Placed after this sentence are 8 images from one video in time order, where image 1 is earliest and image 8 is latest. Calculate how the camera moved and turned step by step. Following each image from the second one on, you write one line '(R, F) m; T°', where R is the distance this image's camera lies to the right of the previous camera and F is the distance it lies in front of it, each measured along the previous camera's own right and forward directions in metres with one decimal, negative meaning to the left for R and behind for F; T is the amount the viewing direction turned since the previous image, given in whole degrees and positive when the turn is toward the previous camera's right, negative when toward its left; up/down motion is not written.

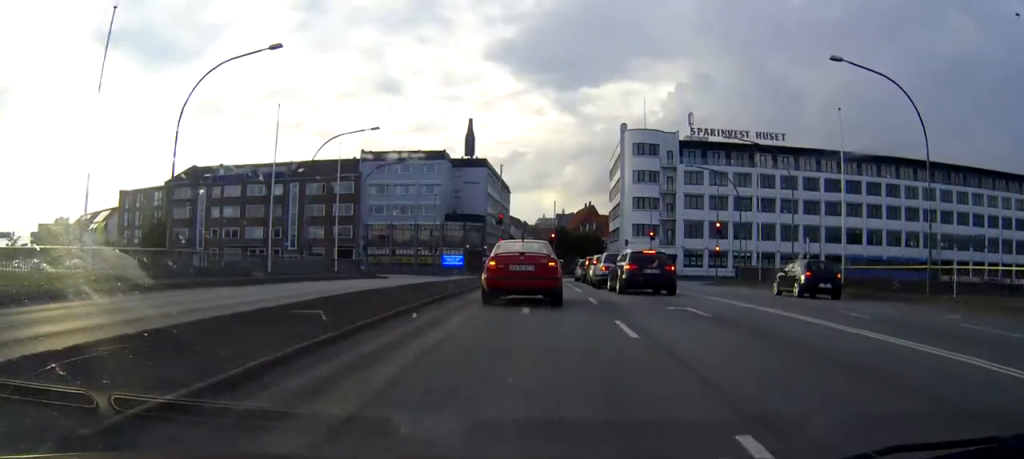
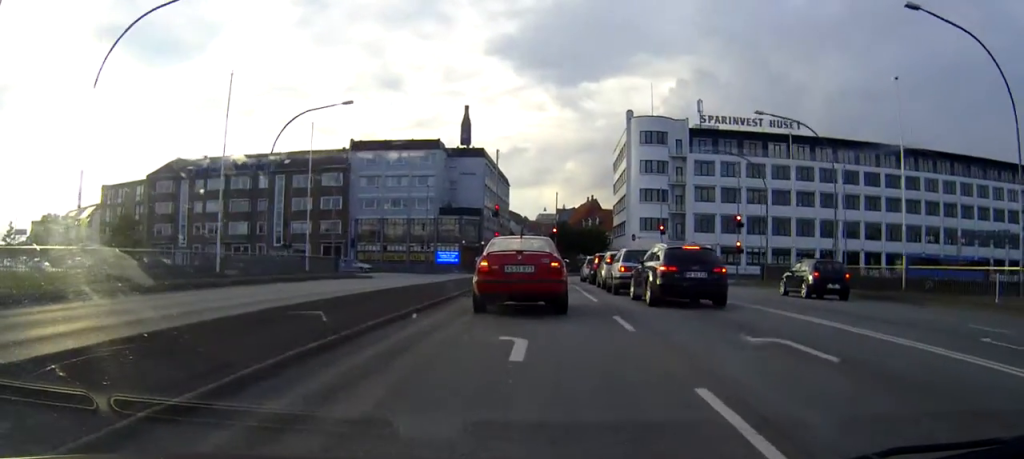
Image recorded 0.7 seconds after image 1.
(0.0, +6.7) m; 0°
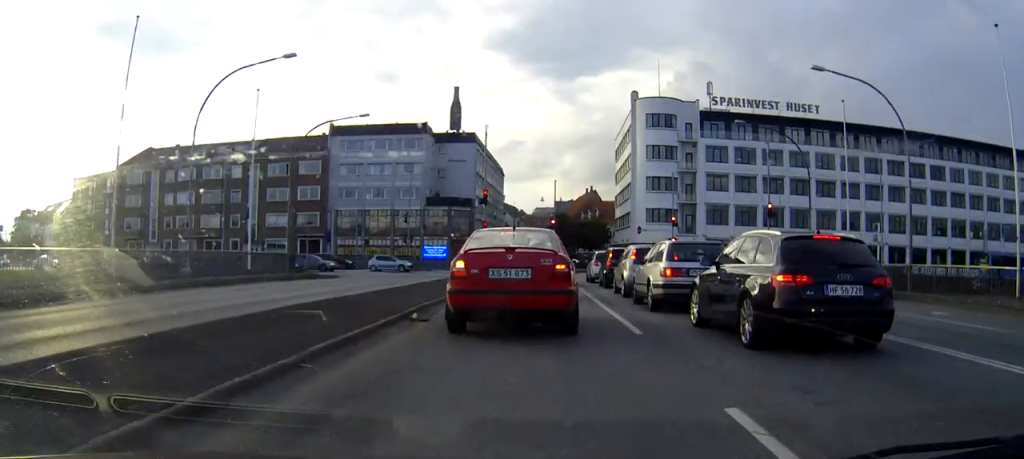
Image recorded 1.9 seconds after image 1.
(0.0, +9.2) m; 0°
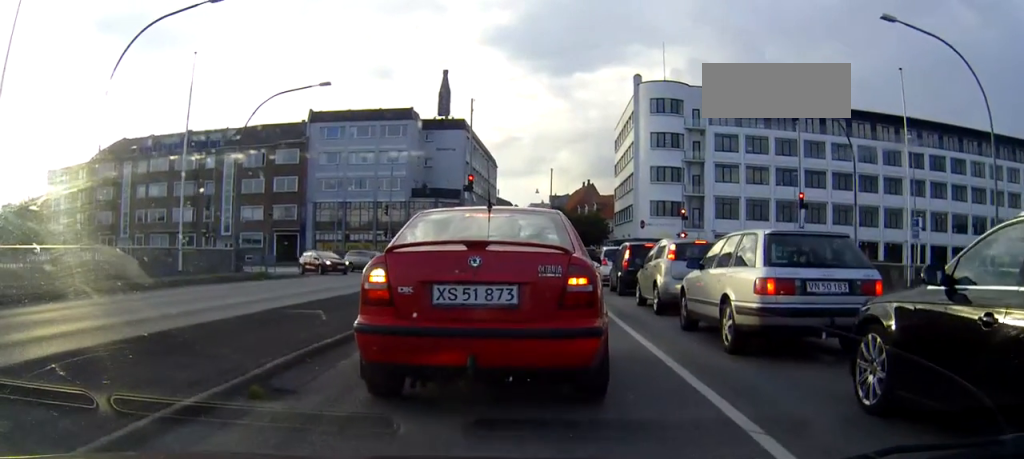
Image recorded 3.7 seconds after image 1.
(0.0, +8.1) m; -1°
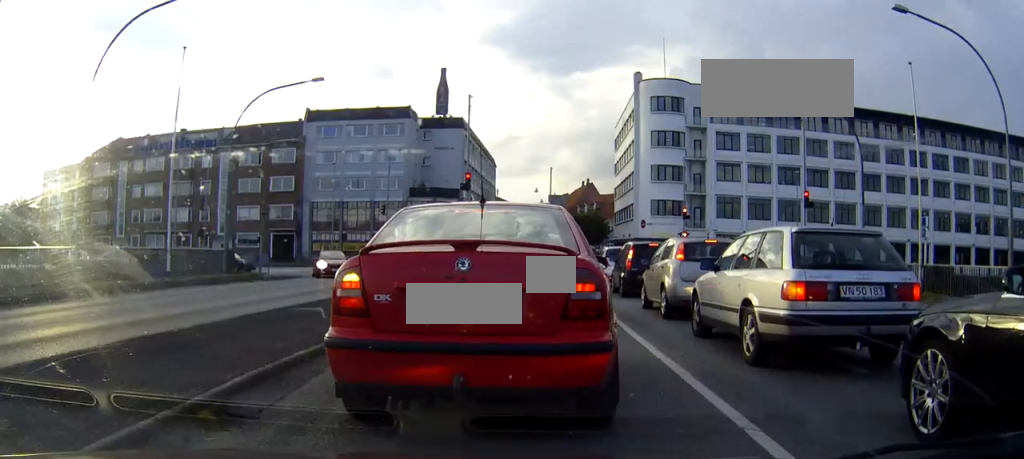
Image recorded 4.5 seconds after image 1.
(0.0, +1.6) m; 0°
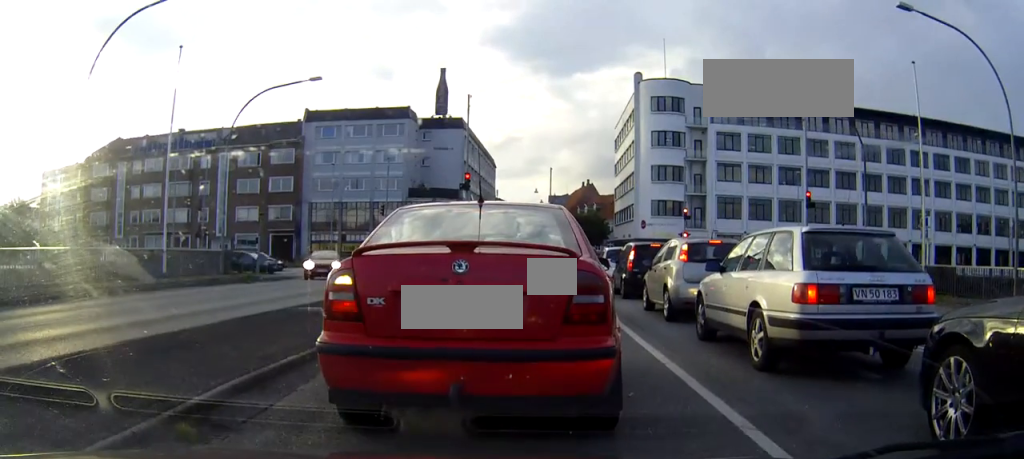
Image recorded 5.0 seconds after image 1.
(0.0, +0.3) m; 0°
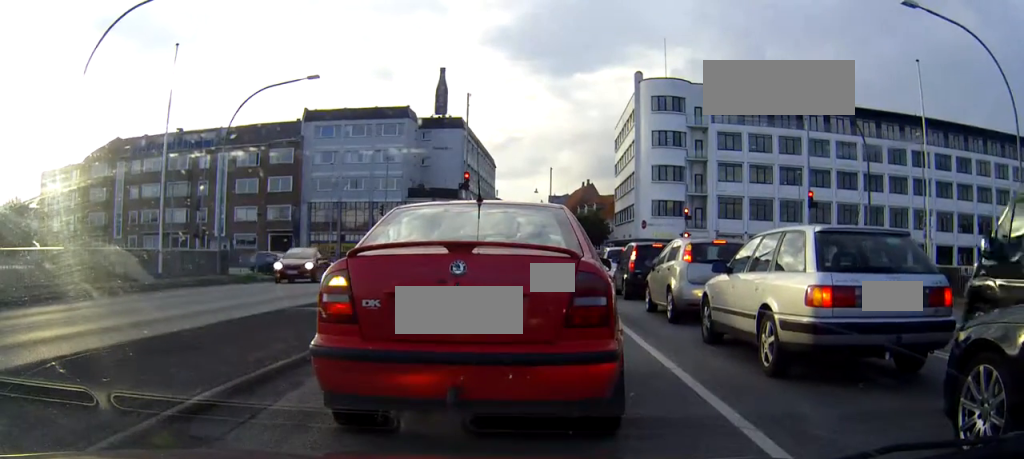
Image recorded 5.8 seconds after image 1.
(0.0, +0.4) m; 0°
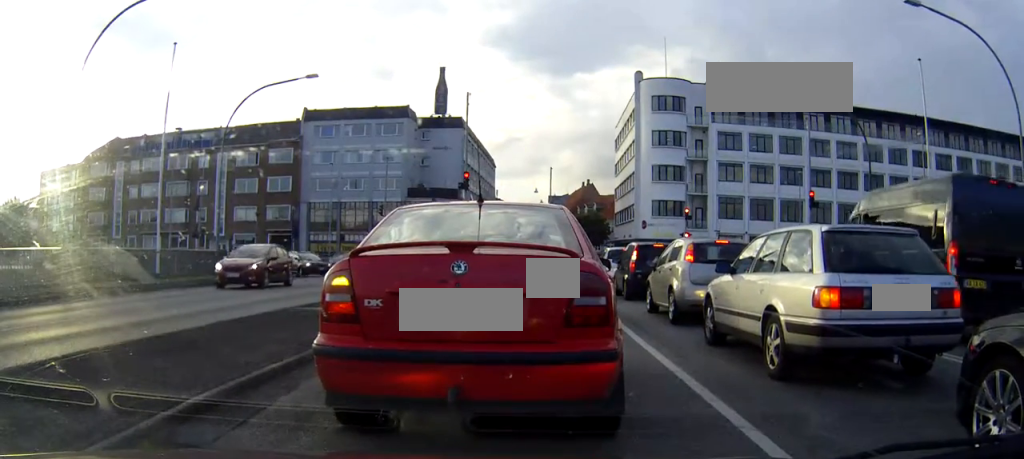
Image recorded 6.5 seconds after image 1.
(0.0, +0.2) m; 0°
